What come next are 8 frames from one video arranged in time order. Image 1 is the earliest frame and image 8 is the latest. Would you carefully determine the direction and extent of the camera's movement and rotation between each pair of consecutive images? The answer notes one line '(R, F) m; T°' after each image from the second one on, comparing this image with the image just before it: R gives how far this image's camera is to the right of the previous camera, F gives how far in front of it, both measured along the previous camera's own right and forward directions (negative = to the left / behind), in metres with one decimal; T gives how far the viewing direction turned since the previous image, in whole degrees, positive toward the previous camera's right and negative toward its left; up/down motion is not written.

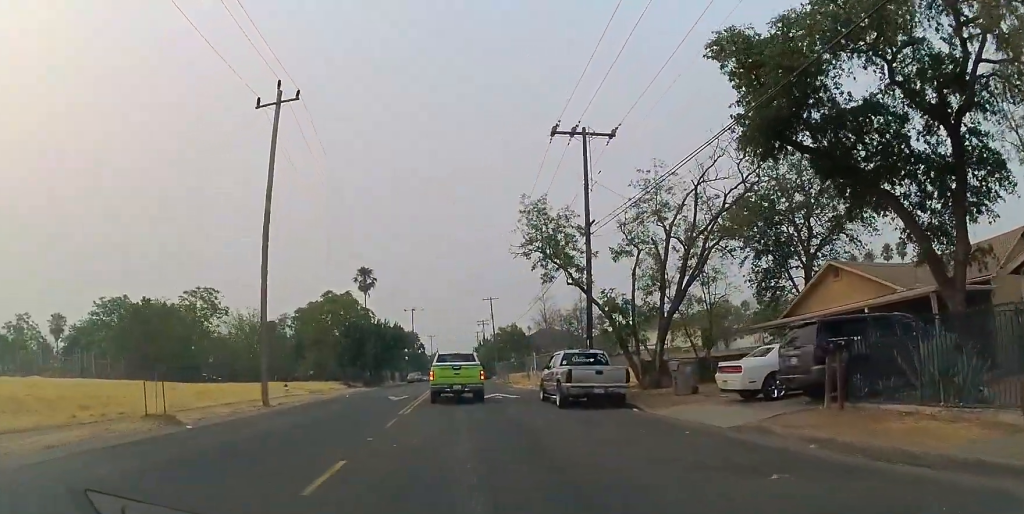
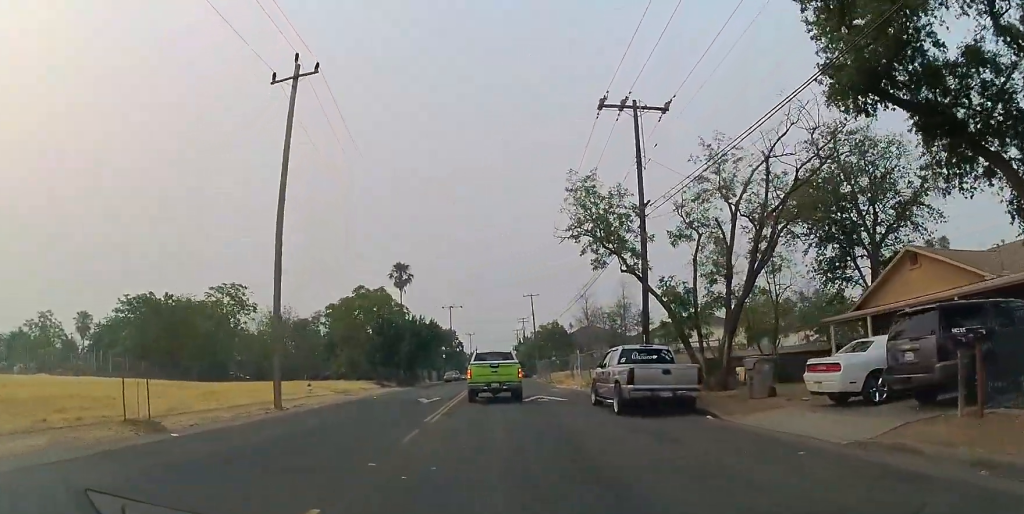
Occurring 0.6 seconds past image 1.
(+0.3, +2.7) m; -3°
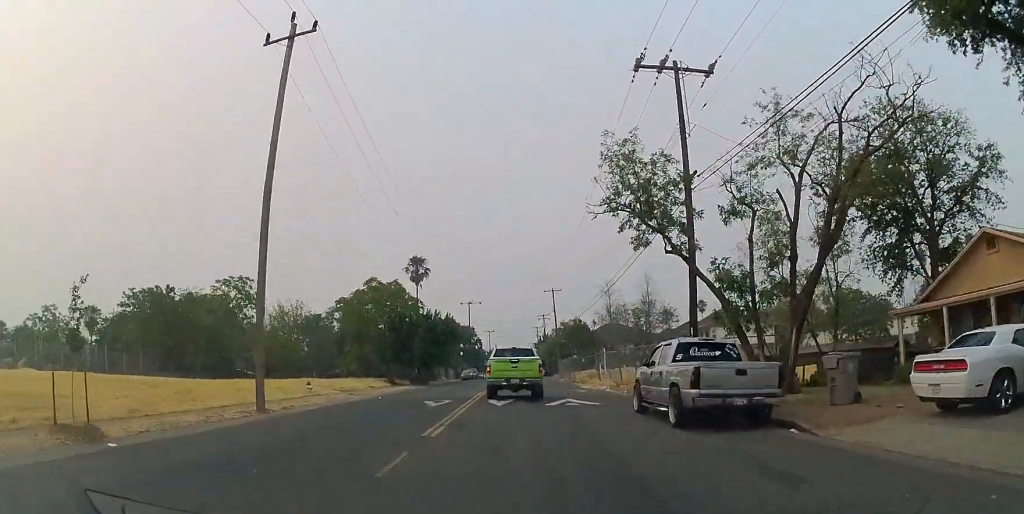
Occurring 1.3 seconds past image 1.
(0.0, +3.1) m; -2°
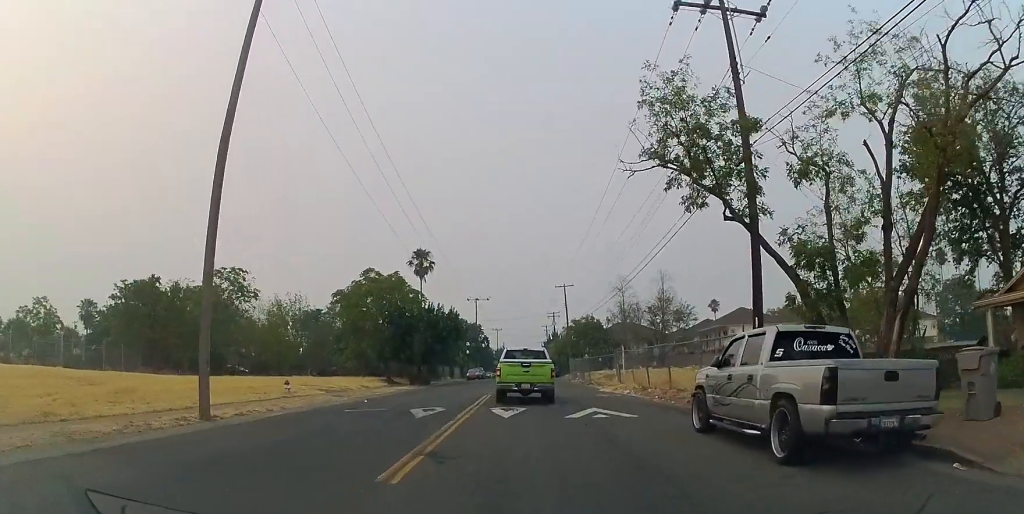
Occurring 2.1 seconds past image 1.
(-0.5, +4.3) m; 0°
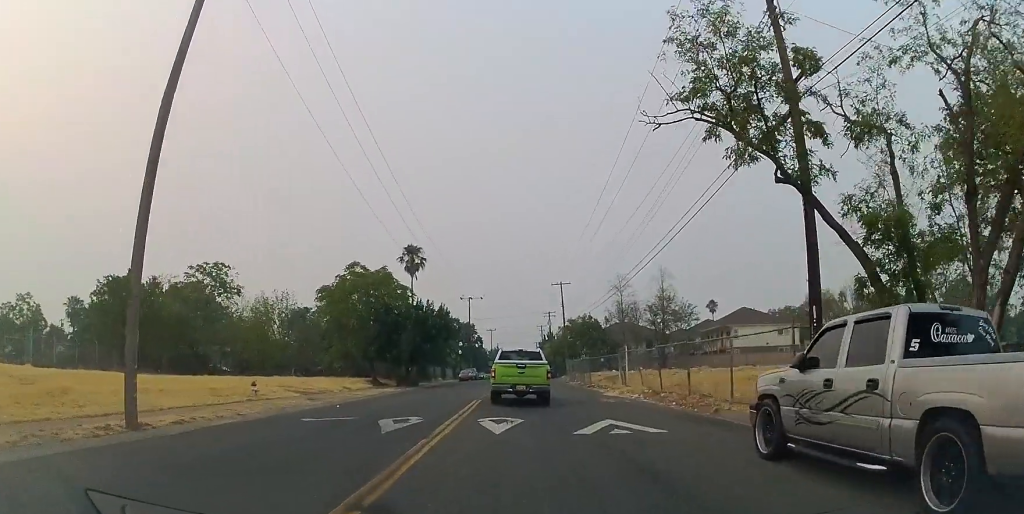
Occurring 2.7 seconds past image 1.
(+0.4, +3.2) m; +3°
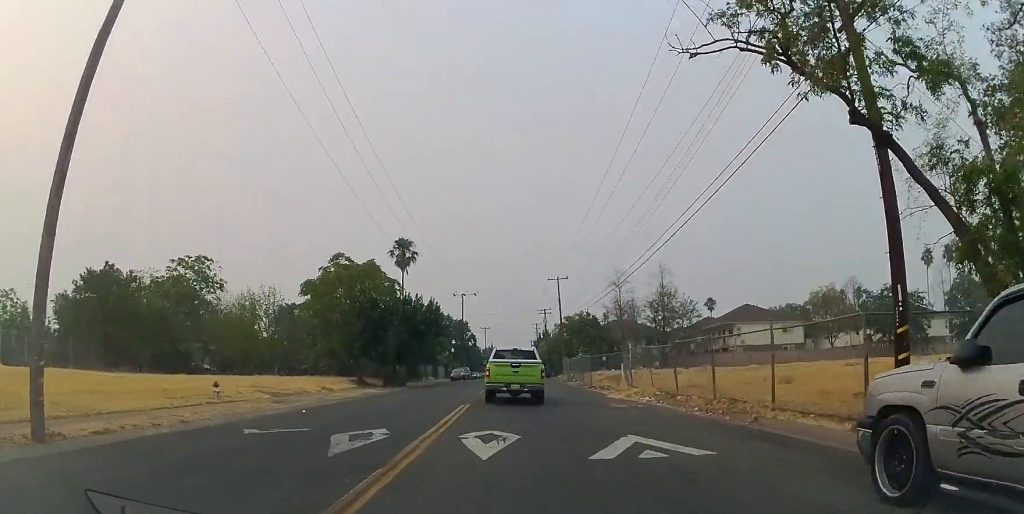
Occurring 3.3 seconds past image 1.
(+0.1, +3.0) m; 0°
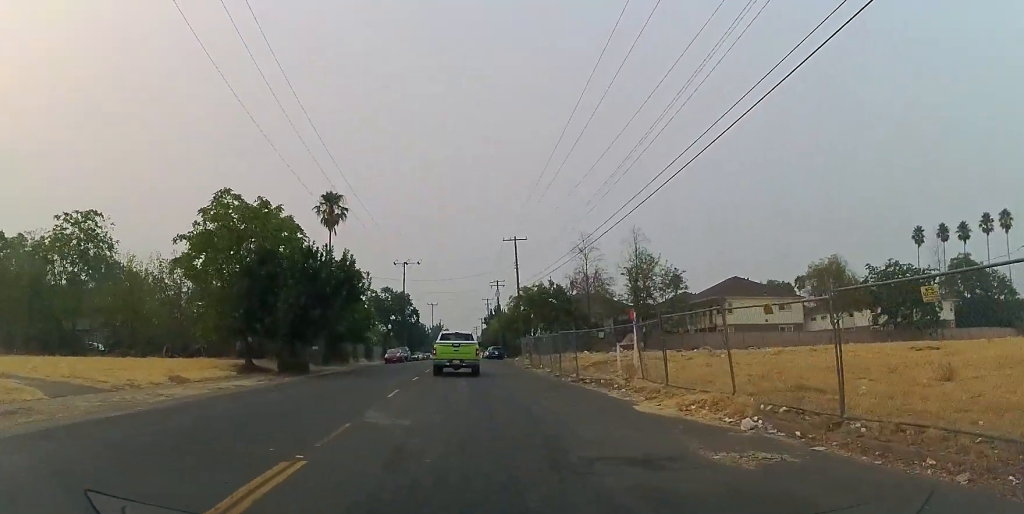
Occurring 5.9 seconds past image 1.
(-0.6, +13.3) m; +1°
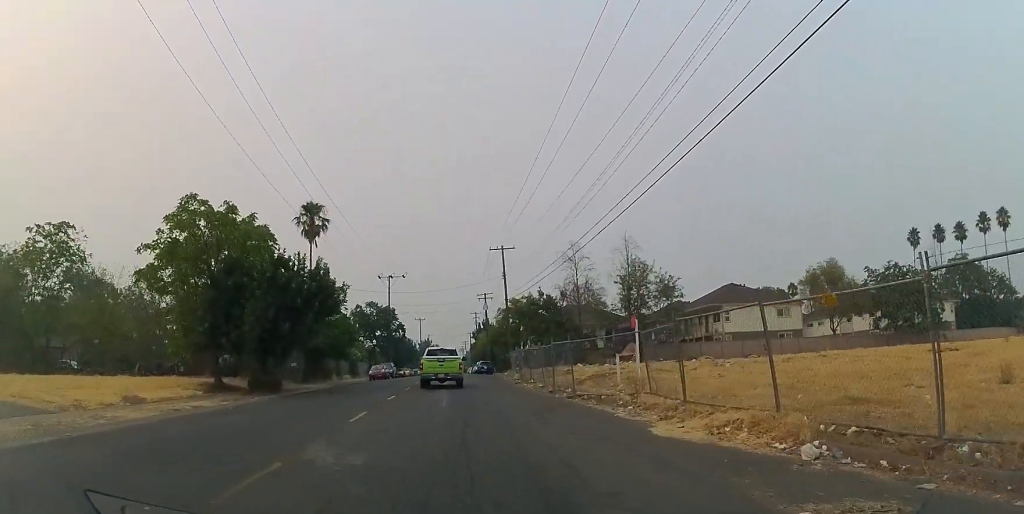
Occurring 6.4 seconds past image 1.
(+0.2, +2.7) m; +1°
